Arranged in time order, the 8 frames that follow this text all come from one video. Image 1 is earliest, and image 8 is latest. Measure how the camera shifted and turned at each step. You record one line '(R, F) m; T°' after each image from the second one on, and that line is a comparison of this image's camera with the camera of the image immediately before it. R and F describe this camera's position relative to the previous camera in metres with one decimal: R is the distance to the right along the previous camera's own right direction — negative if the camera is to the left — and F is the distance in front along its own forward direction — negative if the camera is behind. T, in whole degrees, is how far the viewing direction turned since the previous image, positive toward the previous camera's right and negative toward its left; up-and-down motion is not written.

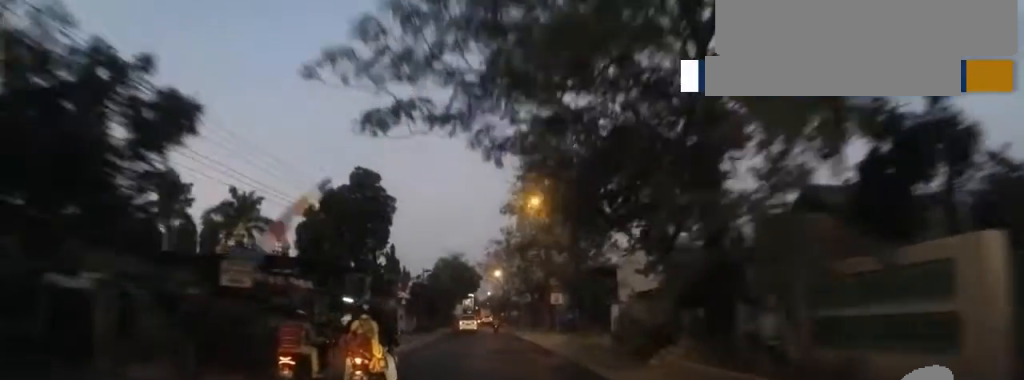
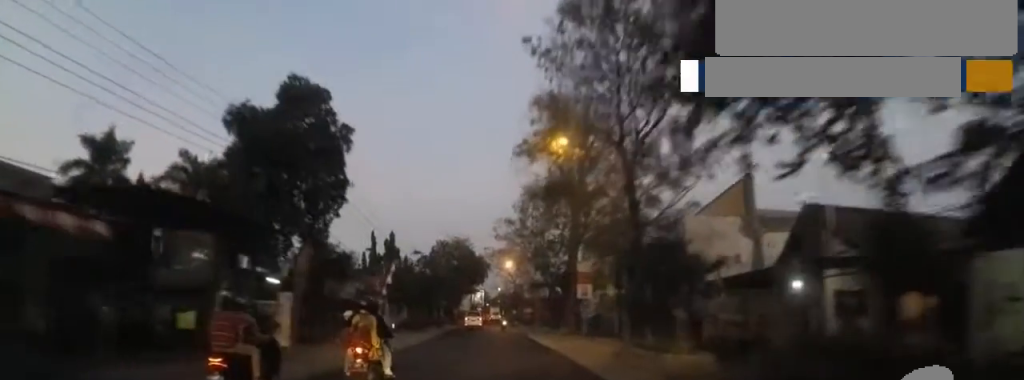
(+0.6, +9.4) m; 0°
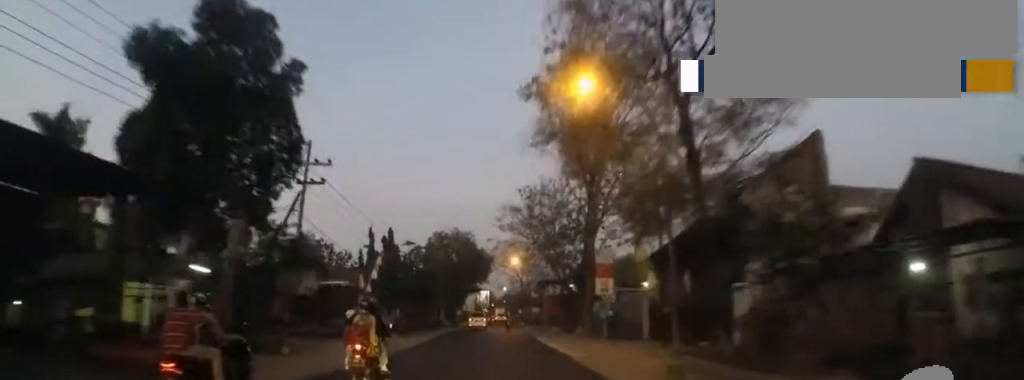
(-0.7, +4.7) m; 0°
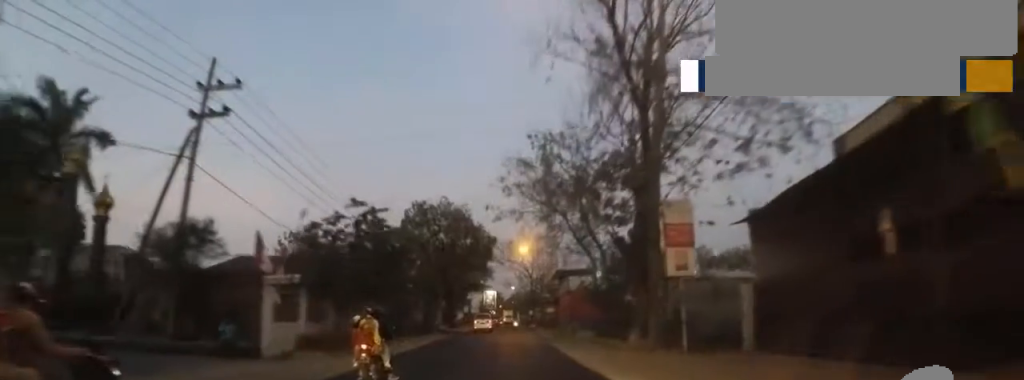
(+1.0, +10.8) m; -1°
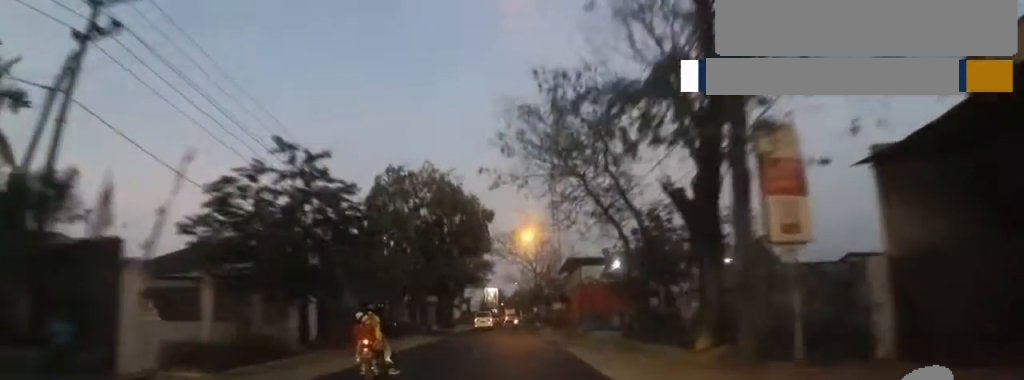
(-0.7, +6.4) m; 0°
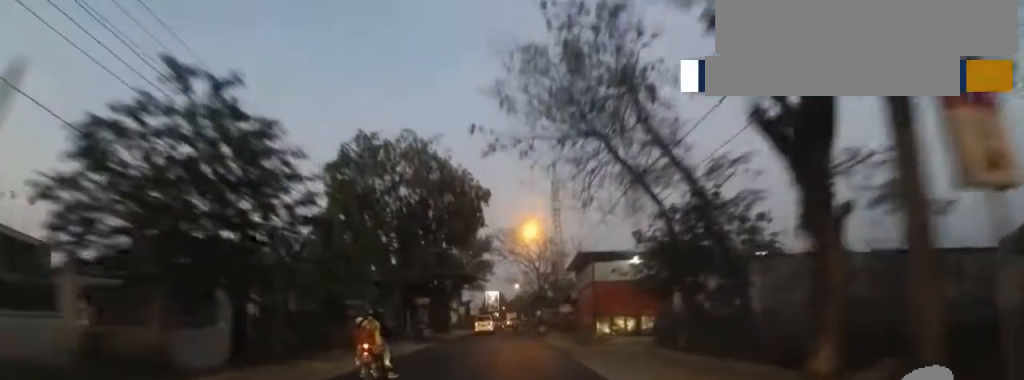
(-0.7, +4.7) m; 0°
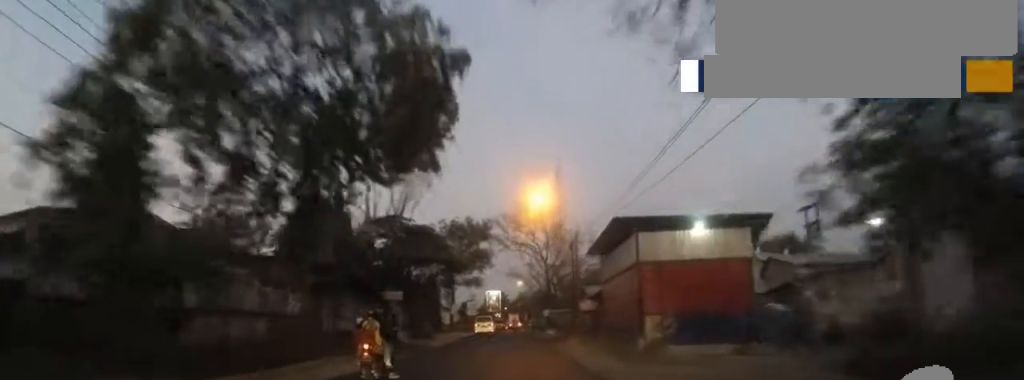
(+1.2, +9.6) m; 0°
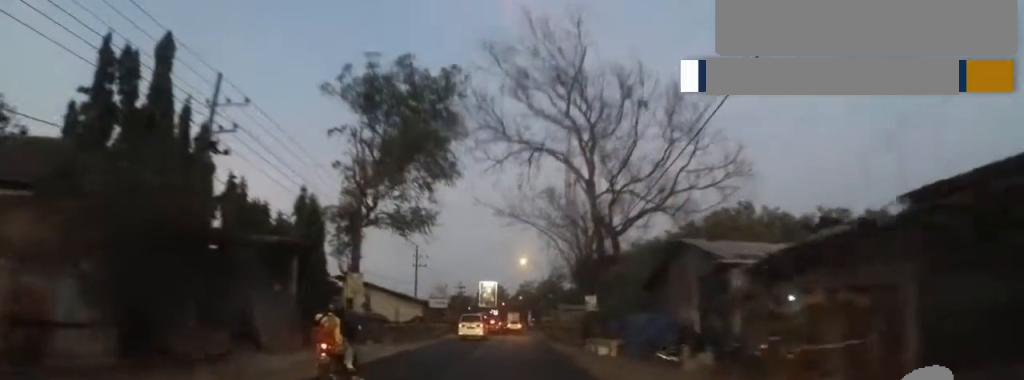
(+0.9, +30.4) m; +4°
